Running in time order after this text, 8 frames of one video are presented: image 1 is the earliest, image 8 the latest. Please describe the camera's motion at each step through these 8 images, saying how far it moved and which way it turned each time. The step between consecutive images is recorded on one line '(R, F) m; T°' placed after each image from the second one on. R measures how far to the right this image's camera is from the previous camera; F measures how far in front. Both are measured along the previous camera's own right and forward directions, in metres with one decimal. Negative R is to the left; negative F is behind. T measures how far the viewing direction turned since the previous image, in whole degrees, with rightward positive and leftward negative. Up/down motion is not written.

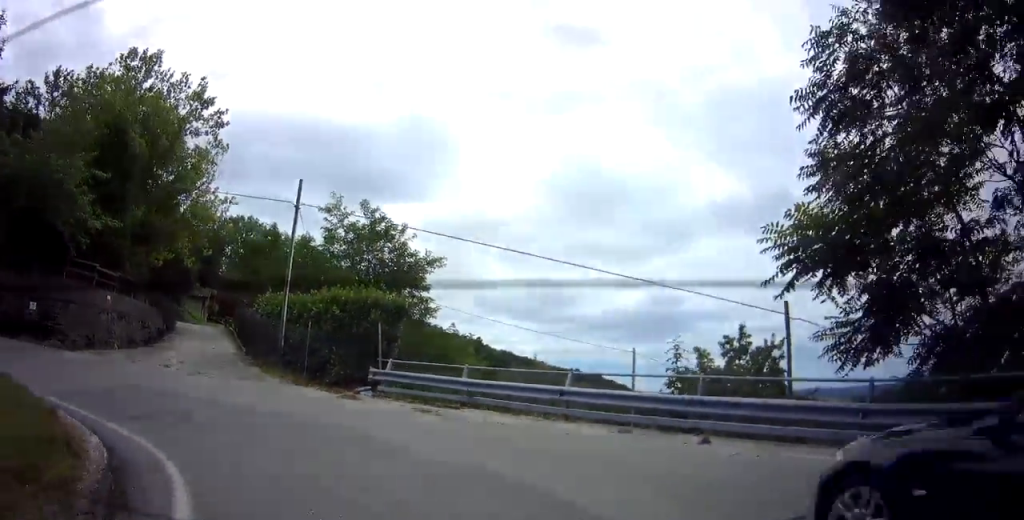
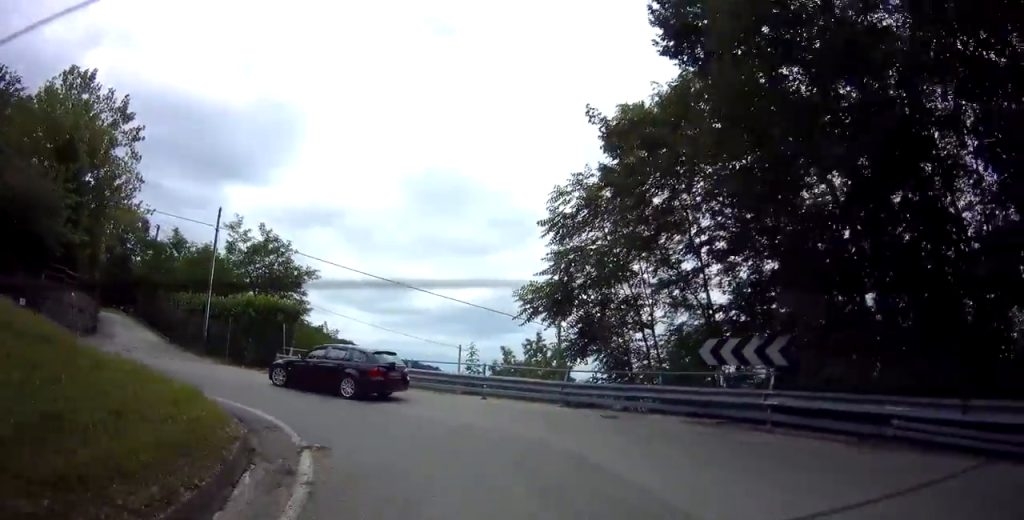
(+1.9, +6.1) m; +28°
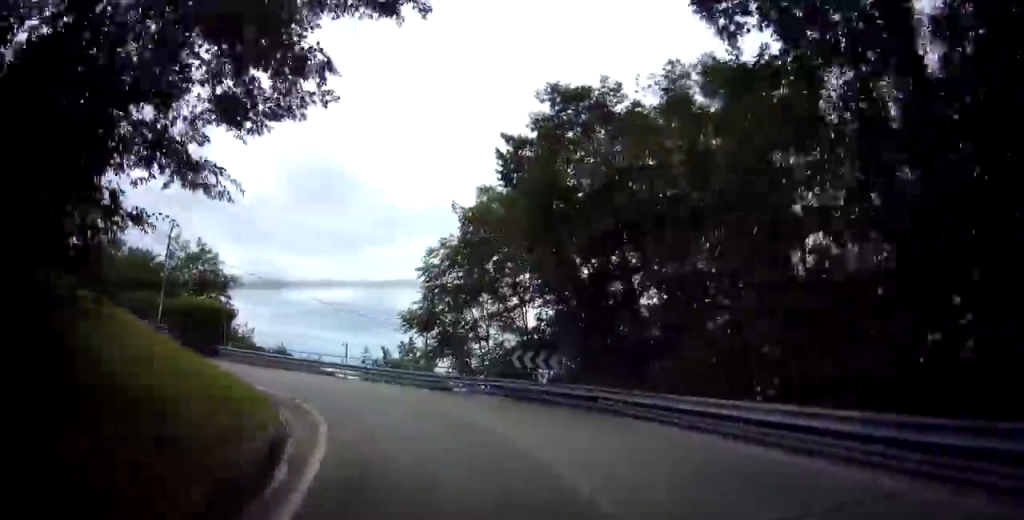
(+0.5, +6.1) m; -1°
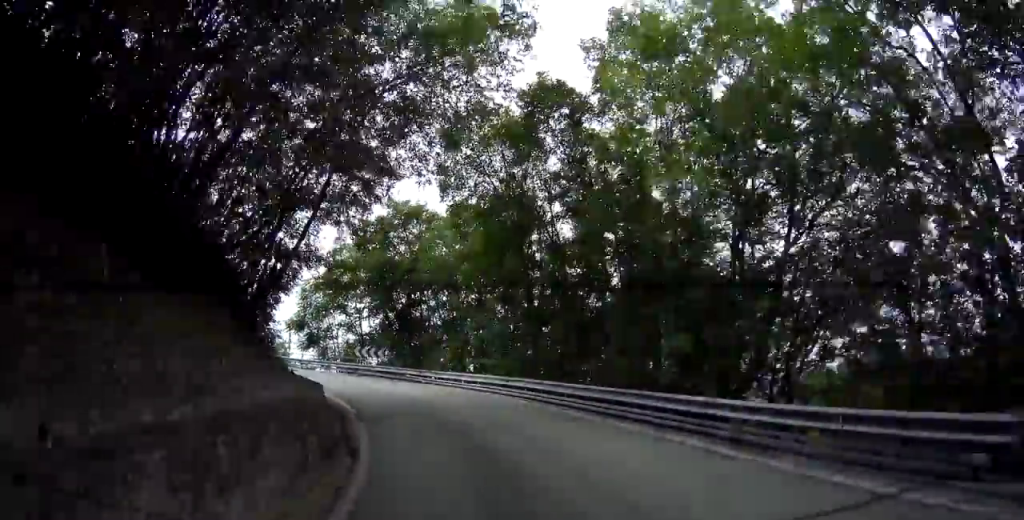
(+0.6, +10.9) m; +9°
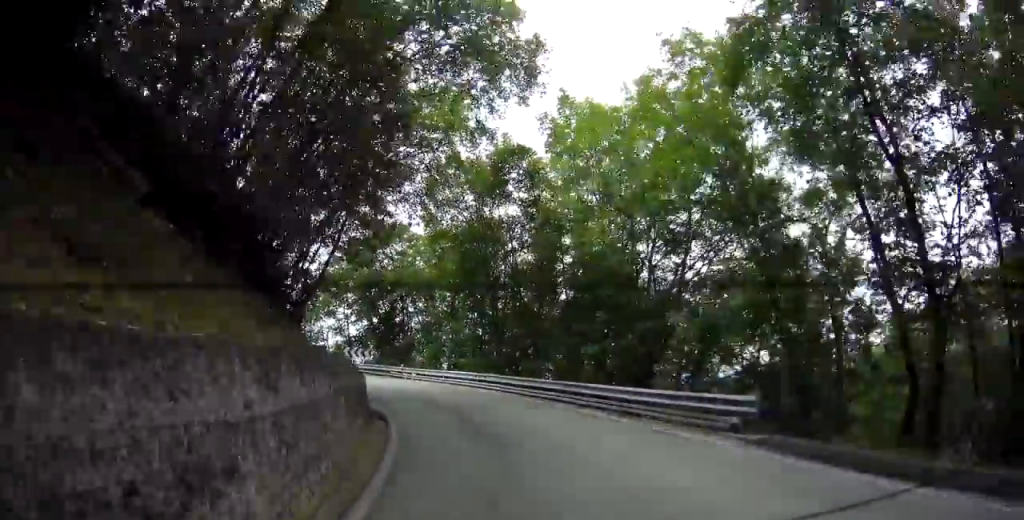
(+0.1, +4.6) m; +3°
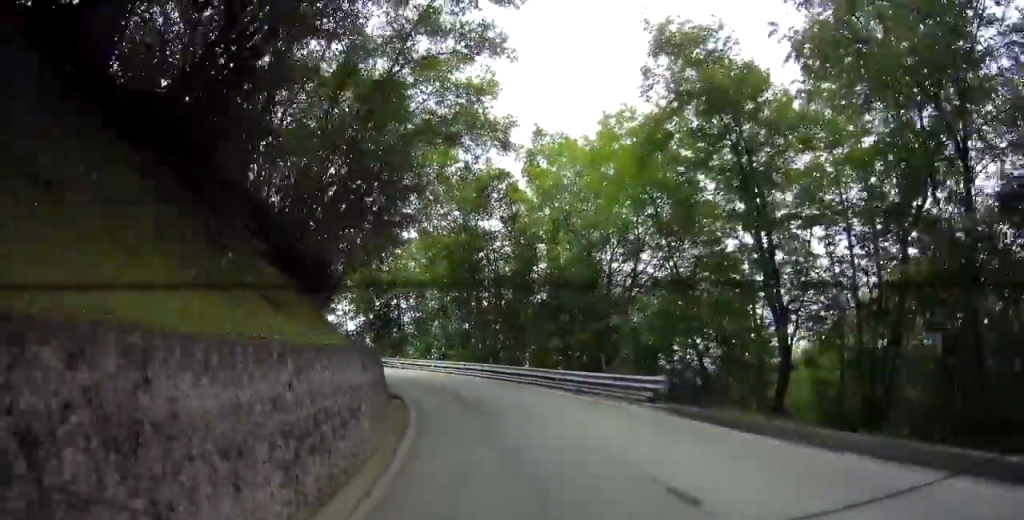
(-0.4, +4.1) m; +3°
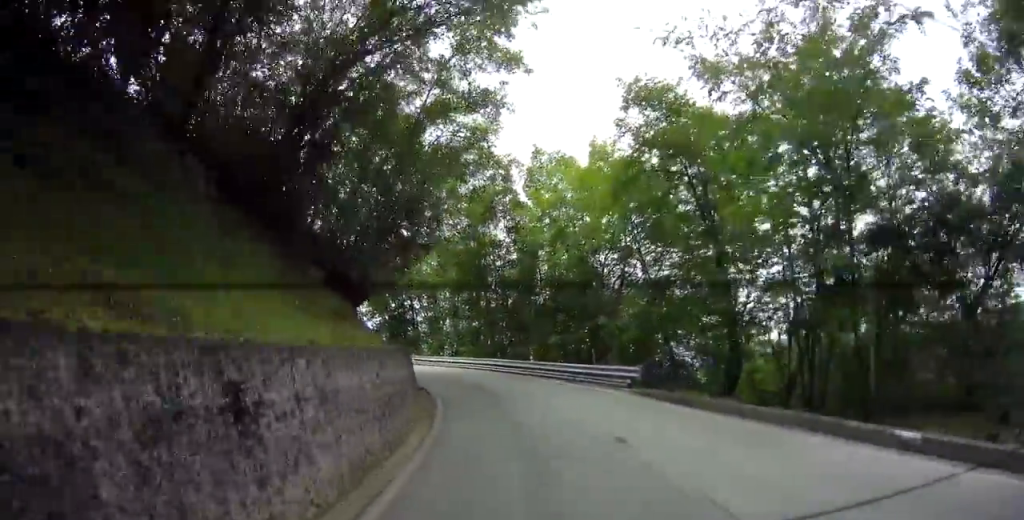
(+0.5, +2.8) m; -3°
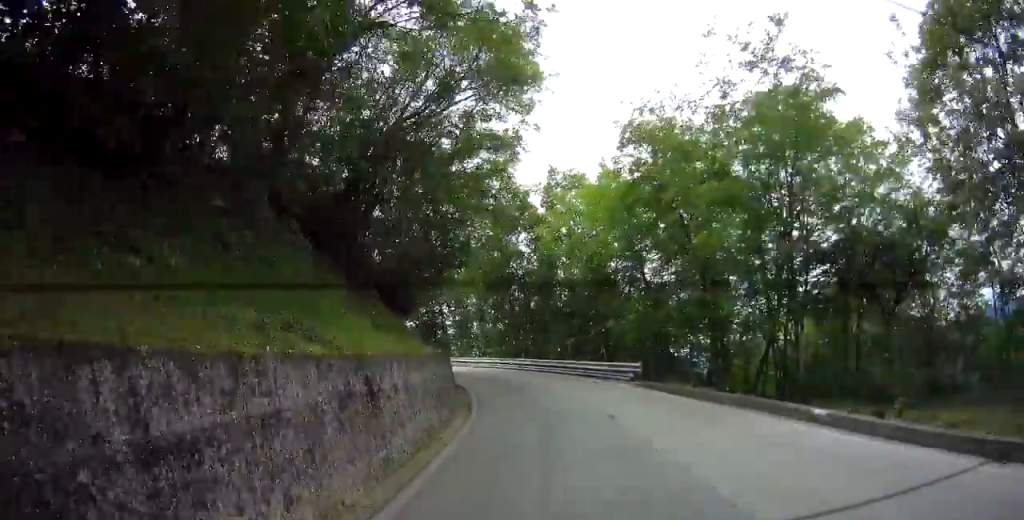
(+0.4, +3.0) m; -4°
